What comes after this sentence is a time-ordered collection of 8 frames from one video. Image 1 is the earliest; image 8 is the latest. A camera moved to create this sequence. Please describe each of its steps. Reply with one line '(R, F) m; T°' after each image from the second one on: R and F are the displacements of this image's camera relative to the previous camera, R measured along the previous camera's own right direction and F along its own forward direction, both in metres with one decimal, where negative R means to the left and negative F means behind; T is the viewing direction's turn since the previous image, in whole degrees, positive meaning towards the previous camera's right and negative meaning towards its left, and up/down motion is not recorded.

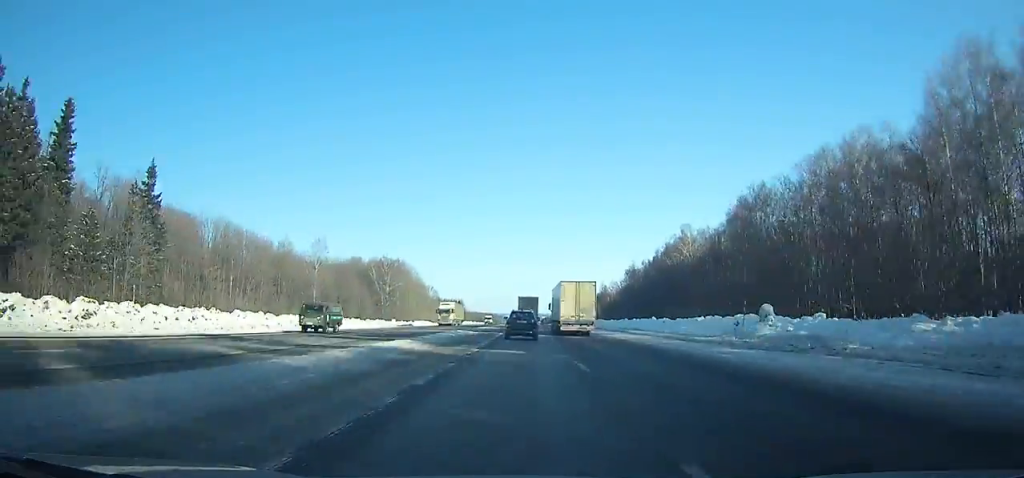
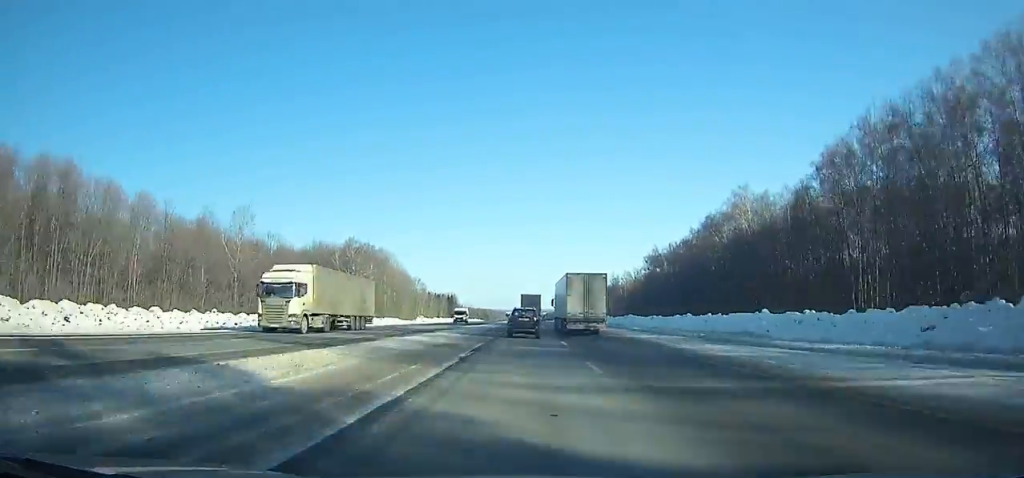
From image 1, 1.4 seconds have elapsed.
(0.0, +37.6) m; 0°
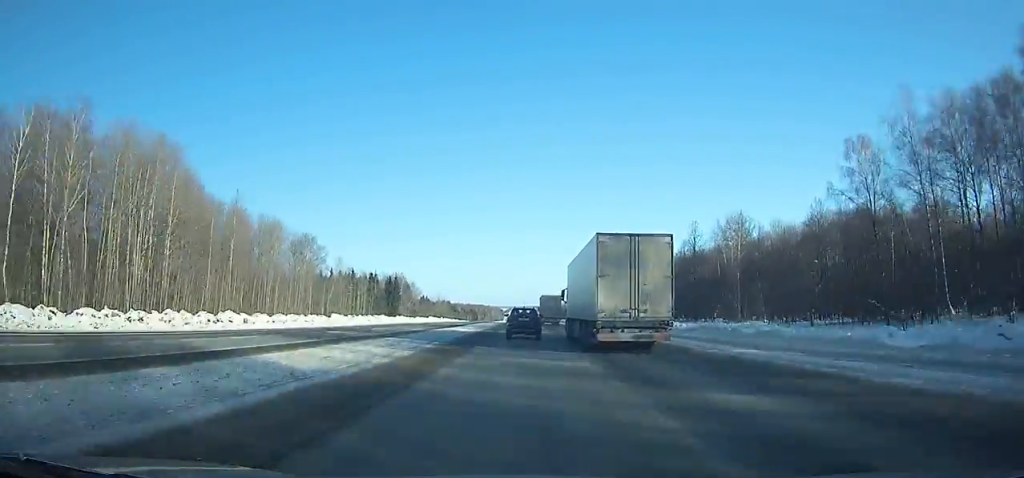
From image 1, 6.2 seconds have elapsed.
(-0.2, +134.5) m; 0°
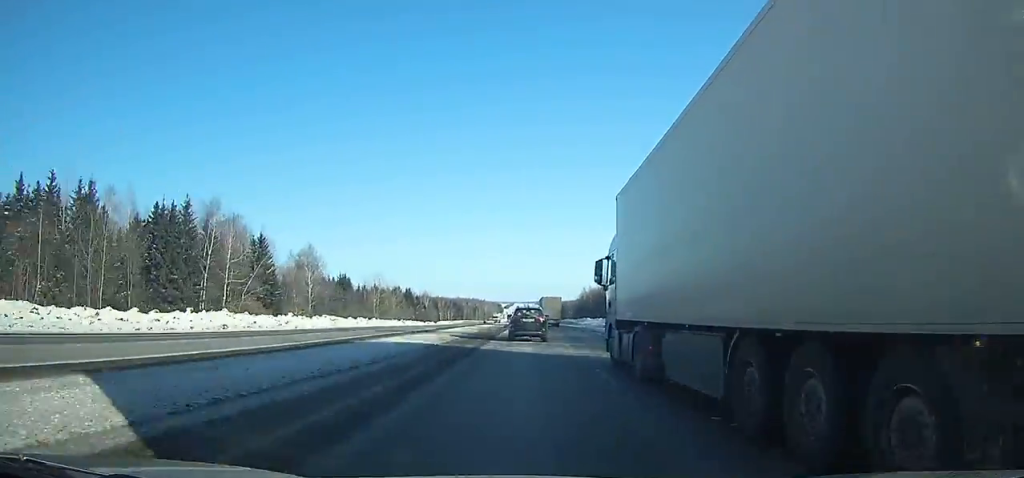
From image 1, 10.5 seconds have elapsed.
(+0.4, +119.8) m; 0°
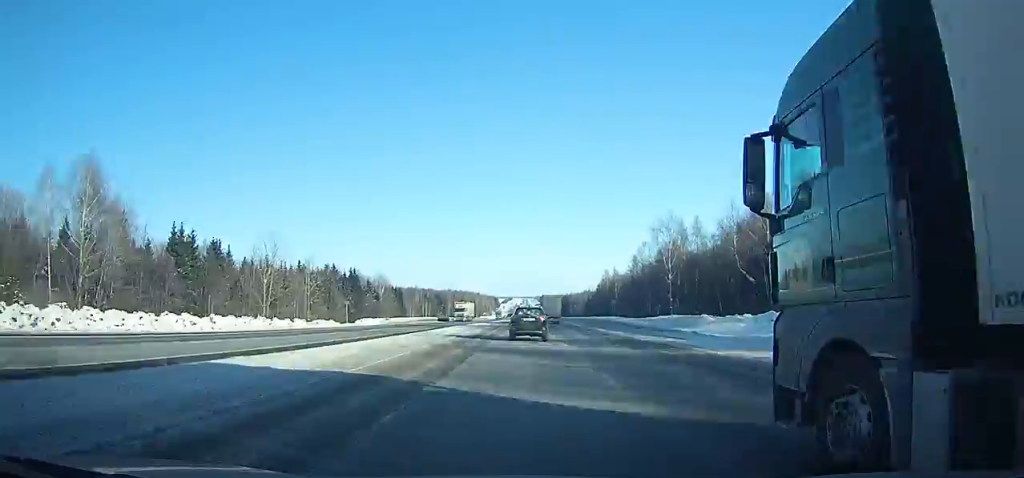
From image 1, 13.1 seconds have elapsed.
(+0.3, +71.6) m; 0°
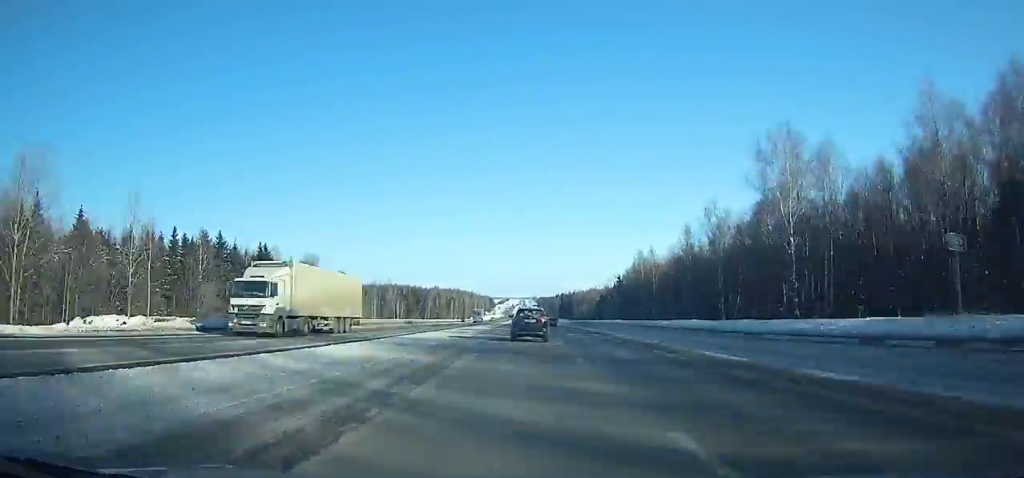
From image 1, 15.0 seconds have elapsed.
(+0.2, +52.5) m; 0°
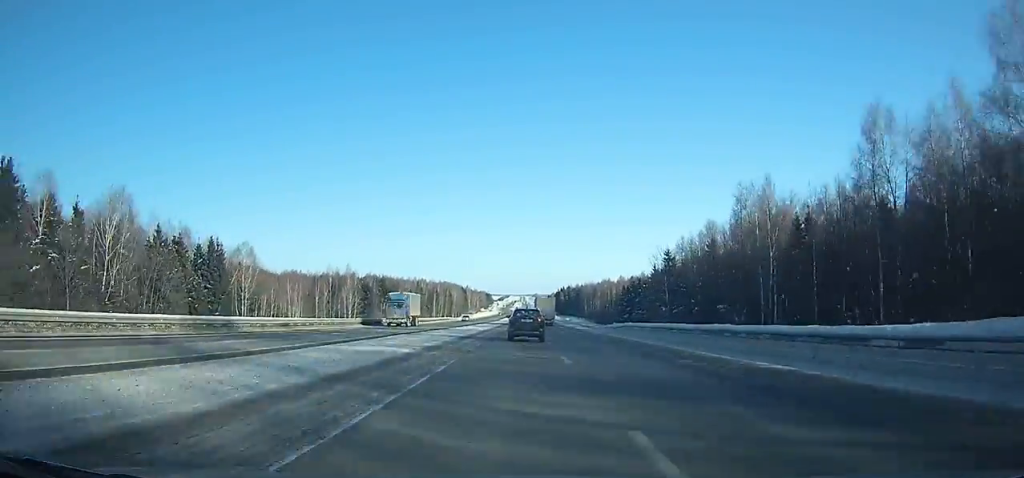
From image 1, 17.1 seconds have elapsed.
(0.0, +60.5) m; 0°
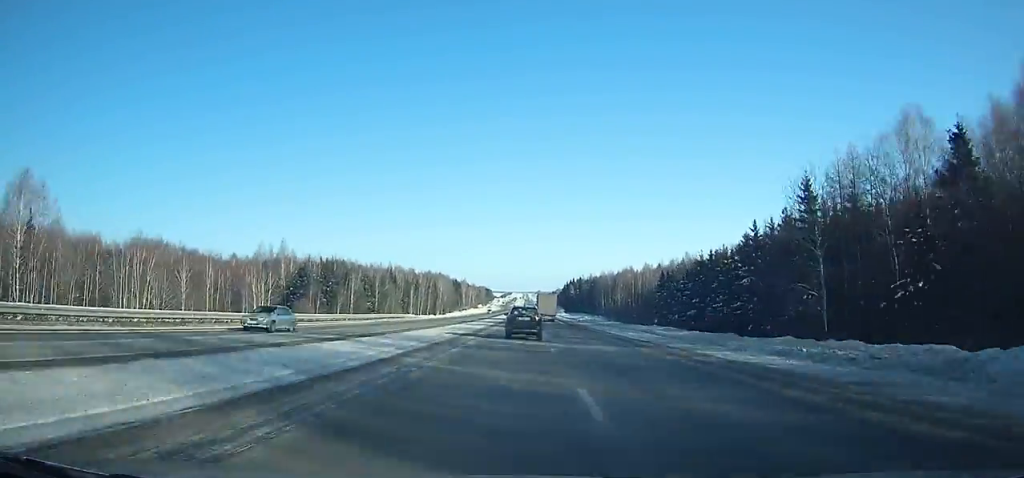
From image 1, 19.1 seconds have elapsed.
(0.0, +58.7) m; 0°
